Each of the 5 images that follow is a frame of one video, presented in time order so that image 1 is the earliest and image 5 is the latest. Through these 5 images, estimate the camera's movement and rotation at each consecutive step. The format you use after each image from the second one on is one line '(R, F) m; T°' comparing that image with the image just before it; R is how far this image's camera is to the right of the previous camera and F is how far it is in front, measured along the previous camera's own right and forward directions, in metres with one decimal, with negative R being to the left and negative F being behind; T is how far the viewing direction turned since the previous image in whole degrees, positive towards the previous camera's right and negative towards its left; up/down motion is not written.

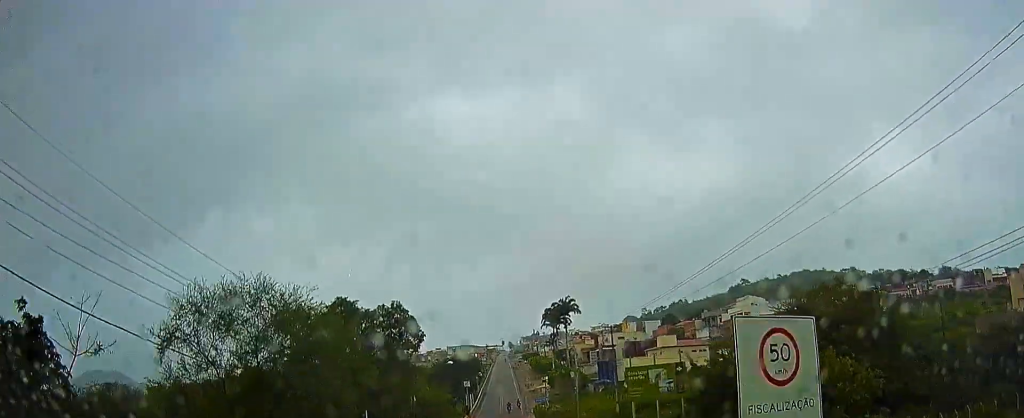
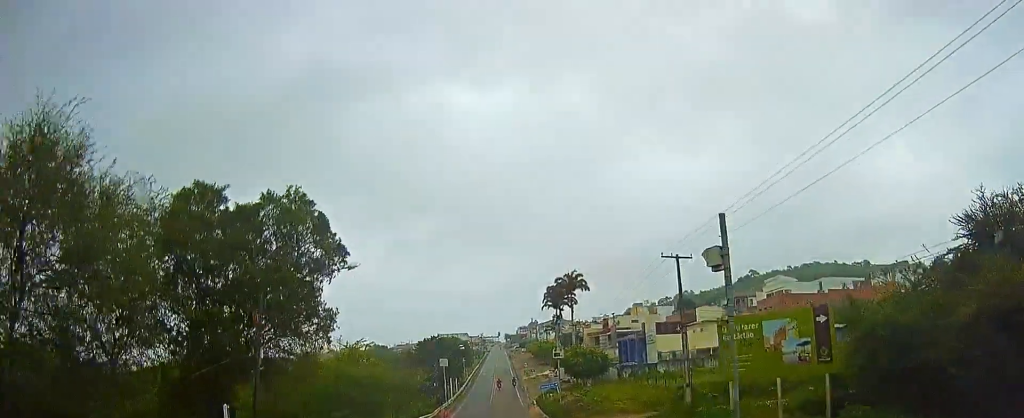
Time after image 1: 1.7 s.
(-0.3, +27.7) m; +1°
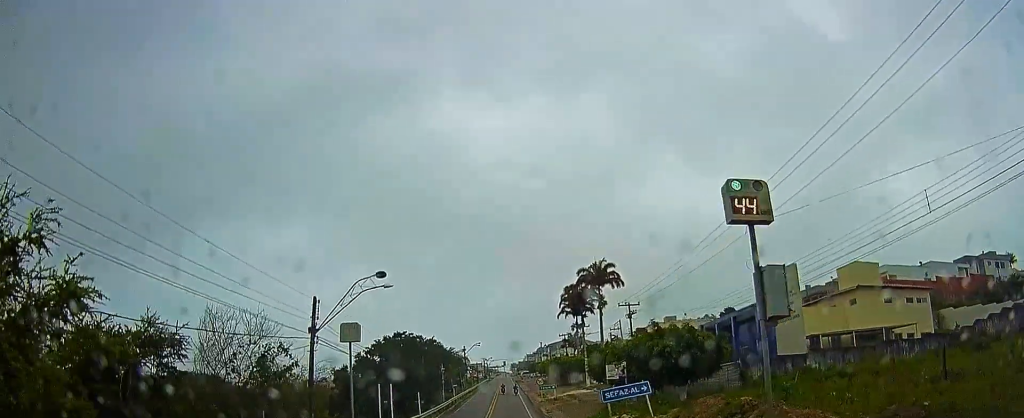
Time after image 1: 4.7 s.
(+1.0, +41.9) m; +4°
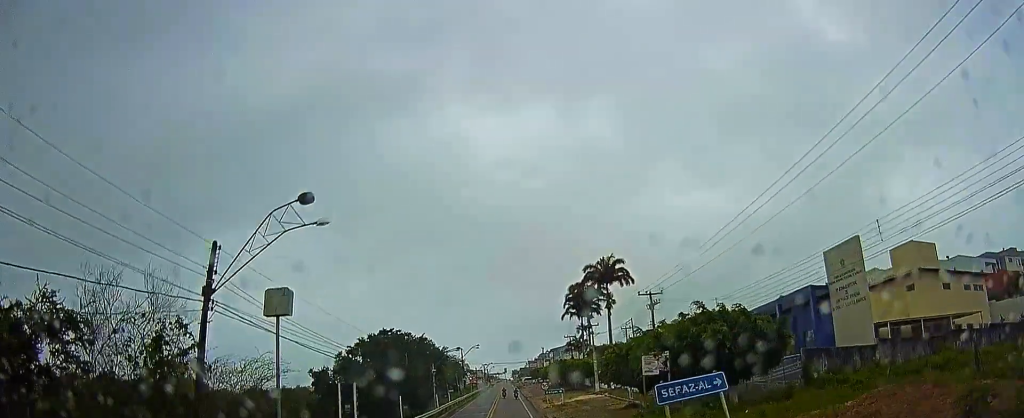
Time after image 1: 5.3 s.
(+0.3, +8.2) m; 0°
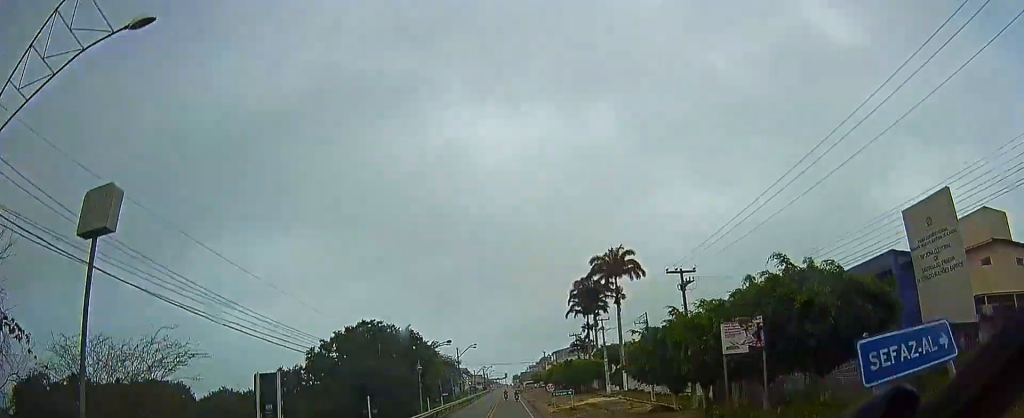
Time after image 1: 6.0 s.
(-0.3, +8.3) m; -1°
